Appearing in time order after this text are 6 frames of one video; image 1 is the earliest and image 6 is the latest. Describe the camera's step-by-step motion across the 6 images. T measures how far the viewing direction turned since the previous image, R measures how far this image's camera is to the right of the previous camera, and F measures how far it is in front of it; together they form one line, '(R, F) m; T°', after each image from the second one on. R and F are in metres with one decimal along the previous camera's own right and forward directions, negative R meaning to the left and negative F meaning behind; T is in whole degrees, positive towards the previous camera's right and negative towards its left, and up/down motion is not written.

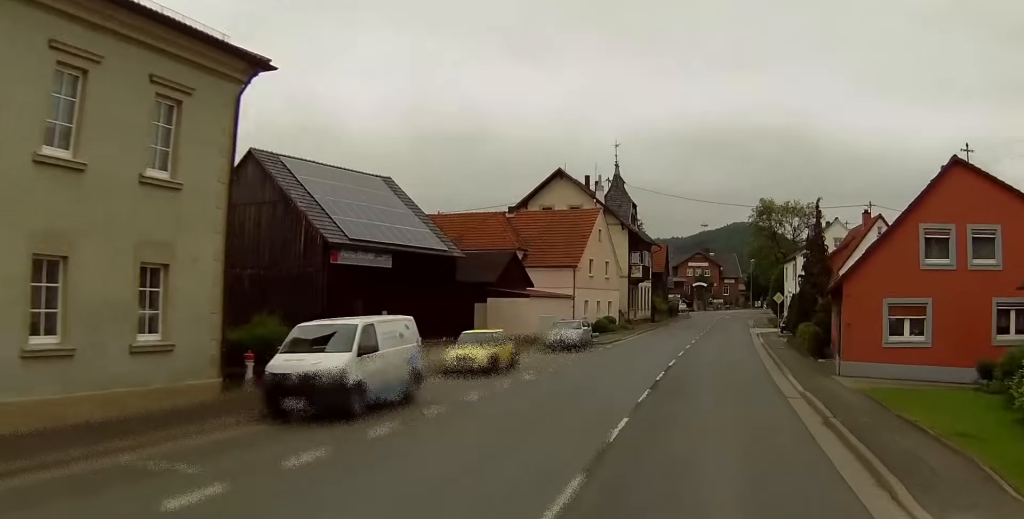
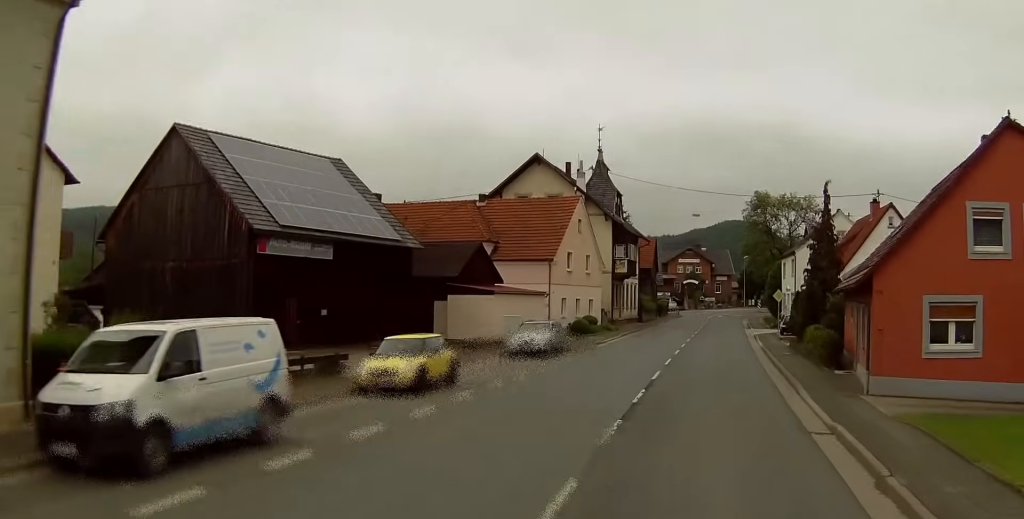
(0.0, +6.5) m; 0°
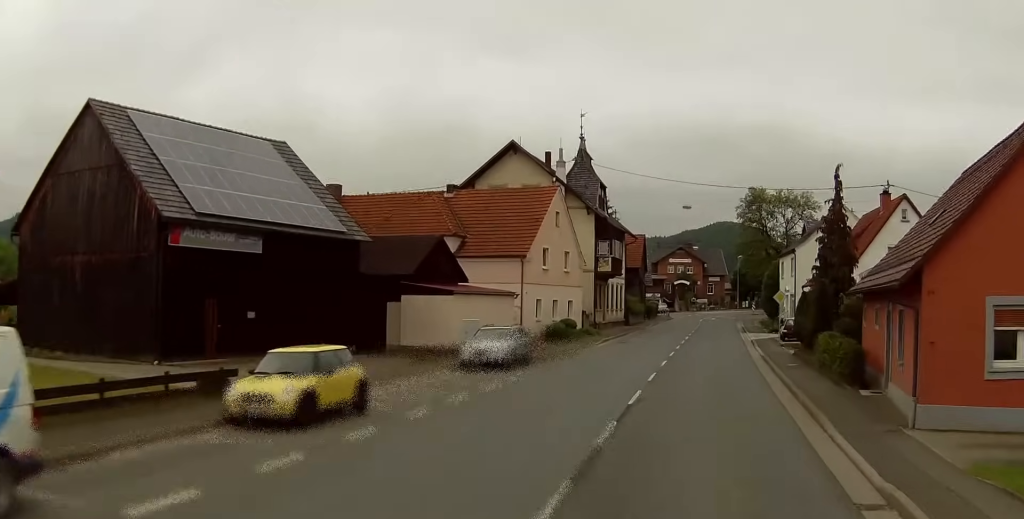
(0.0, +6.1) m; 0°
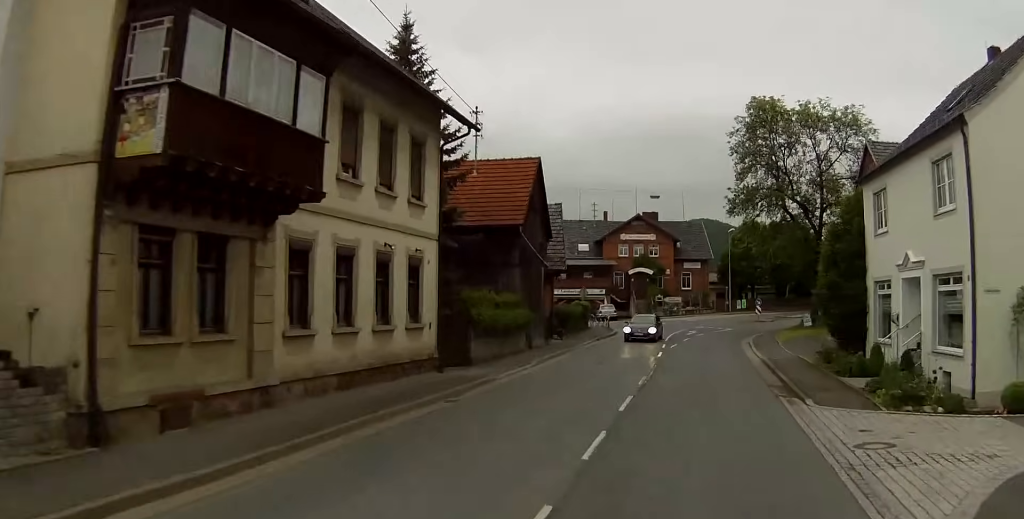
(+2.9, +50.0) m; +8°
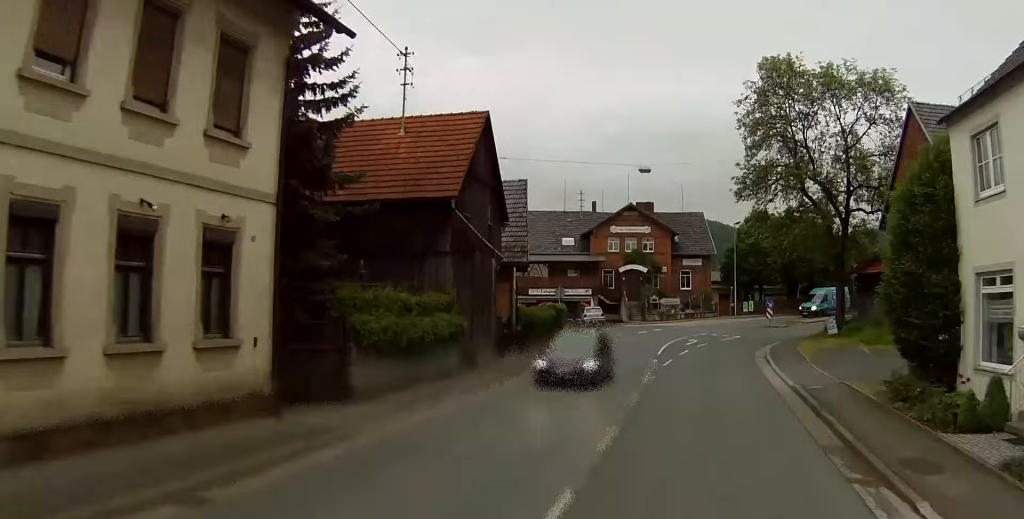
(0.0, +11.0) m; 0°
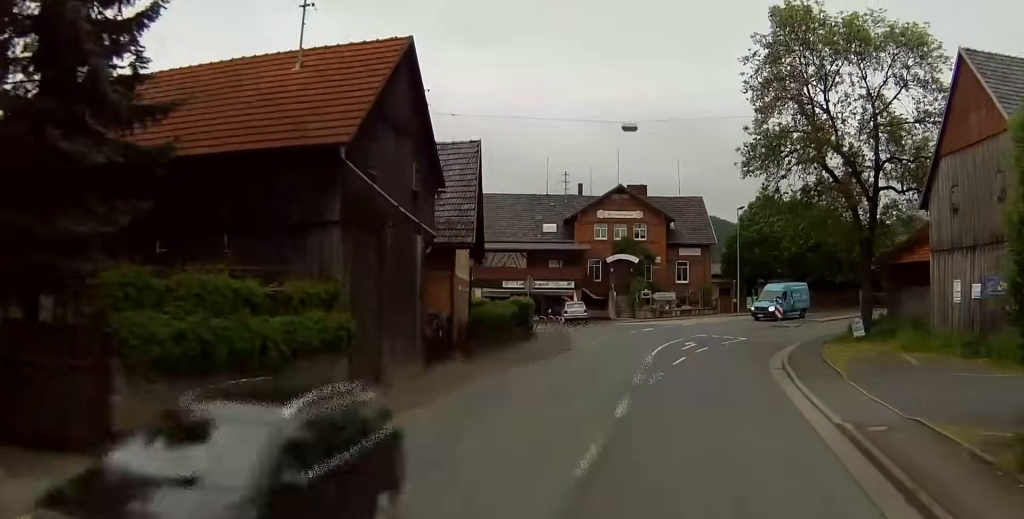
(0.0, +8.9) m; 0°
